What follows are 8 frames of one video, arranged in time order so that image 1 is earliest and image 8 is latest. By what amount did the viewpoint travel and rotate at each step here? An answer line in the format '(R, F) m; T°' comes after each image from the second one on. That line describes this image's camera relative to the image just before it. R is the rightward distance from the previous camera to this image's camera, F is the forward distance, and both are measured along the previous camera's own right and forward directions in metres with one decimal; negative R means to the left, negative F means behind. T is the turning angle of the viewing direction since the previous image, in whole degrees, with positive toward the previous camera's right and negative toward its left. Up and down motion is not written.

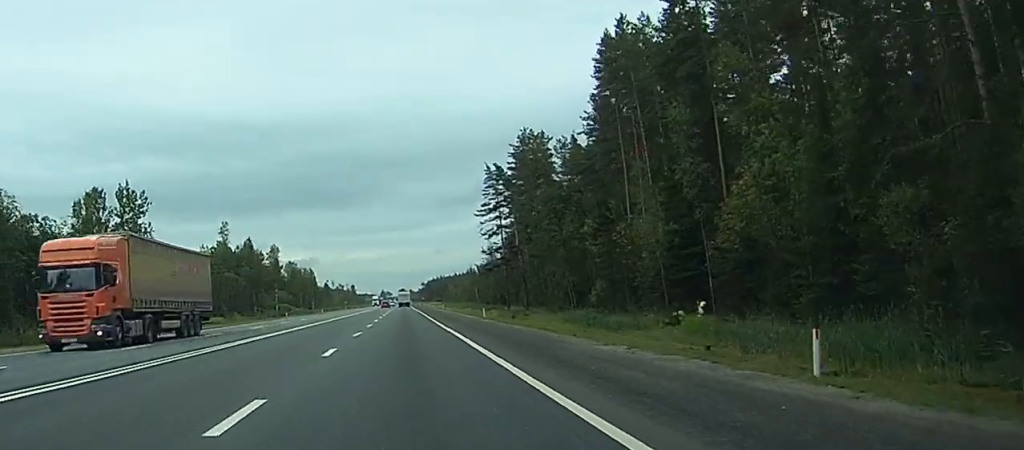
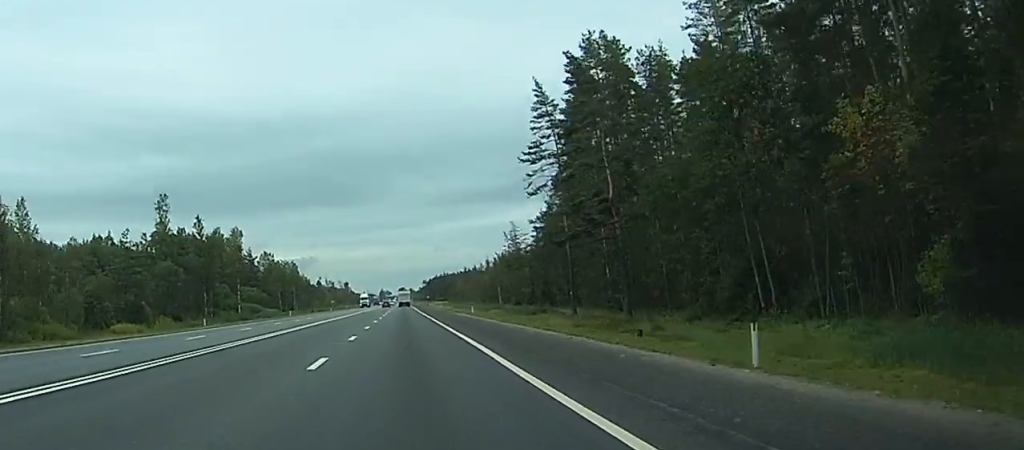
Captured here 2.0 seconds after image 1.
(0.0, +51.2) m; 0°
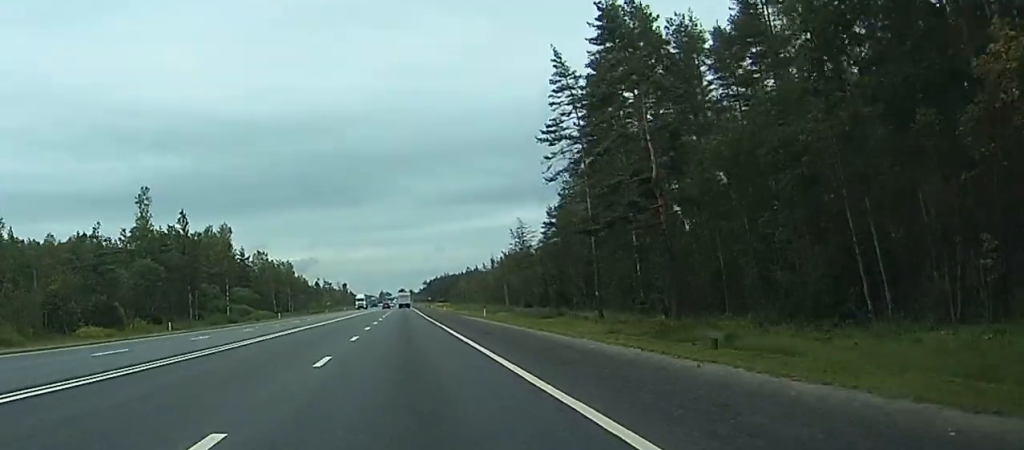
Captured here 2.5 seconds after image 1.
(0.0, +11.0) m; 0°
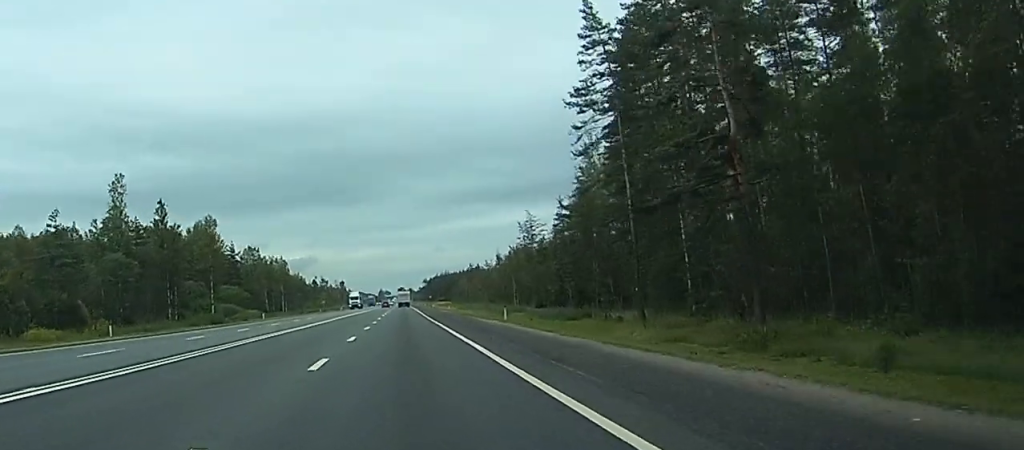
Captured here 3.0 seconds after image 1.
(0.0, +12.8) m; 0°
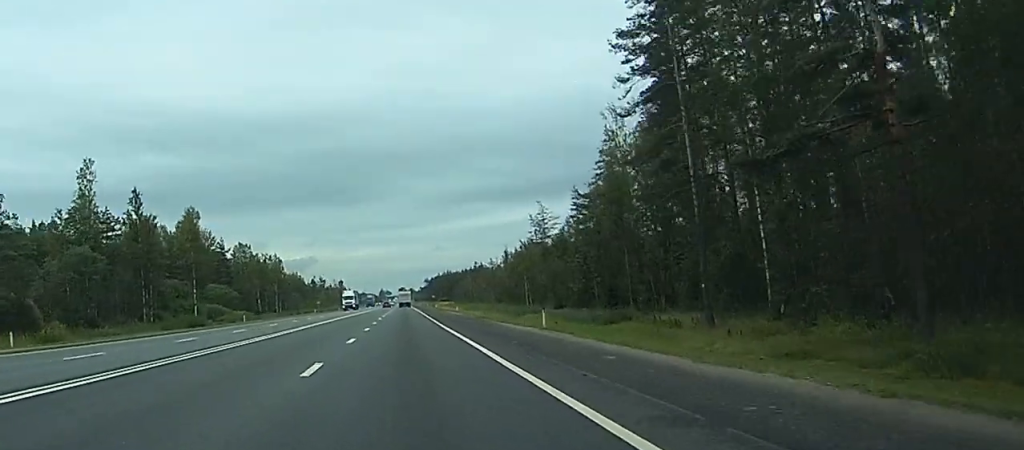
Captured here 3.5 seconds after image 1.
(0.0, +13.7) m; 0°
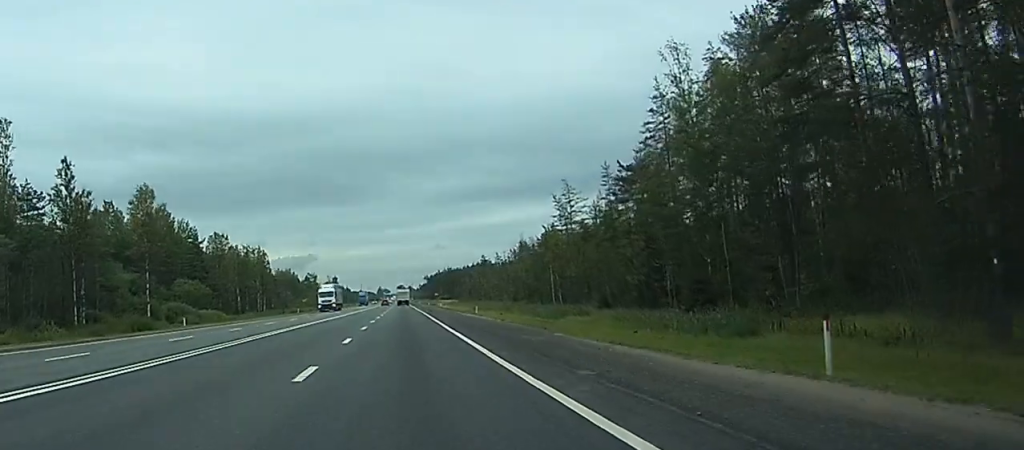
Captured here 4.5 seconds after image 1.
(-0.1, +24.9) m; 0°
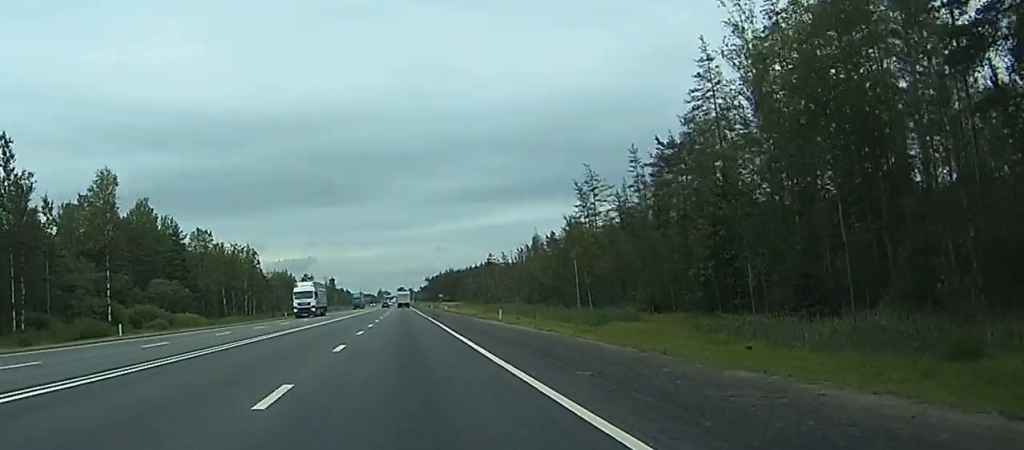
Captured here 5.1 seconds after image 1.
(0.0, +15.4) m; 0°
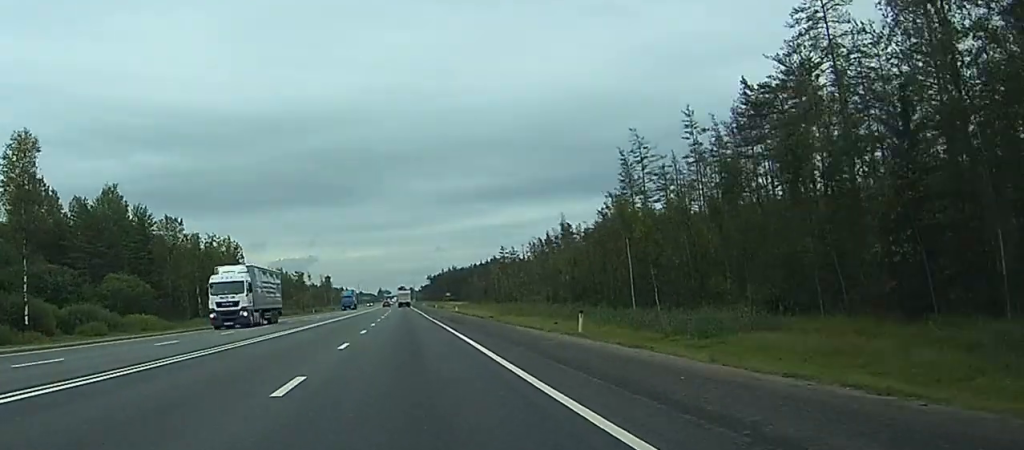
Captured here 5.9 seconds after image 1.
(+0.1, +22.3) m; 0°
